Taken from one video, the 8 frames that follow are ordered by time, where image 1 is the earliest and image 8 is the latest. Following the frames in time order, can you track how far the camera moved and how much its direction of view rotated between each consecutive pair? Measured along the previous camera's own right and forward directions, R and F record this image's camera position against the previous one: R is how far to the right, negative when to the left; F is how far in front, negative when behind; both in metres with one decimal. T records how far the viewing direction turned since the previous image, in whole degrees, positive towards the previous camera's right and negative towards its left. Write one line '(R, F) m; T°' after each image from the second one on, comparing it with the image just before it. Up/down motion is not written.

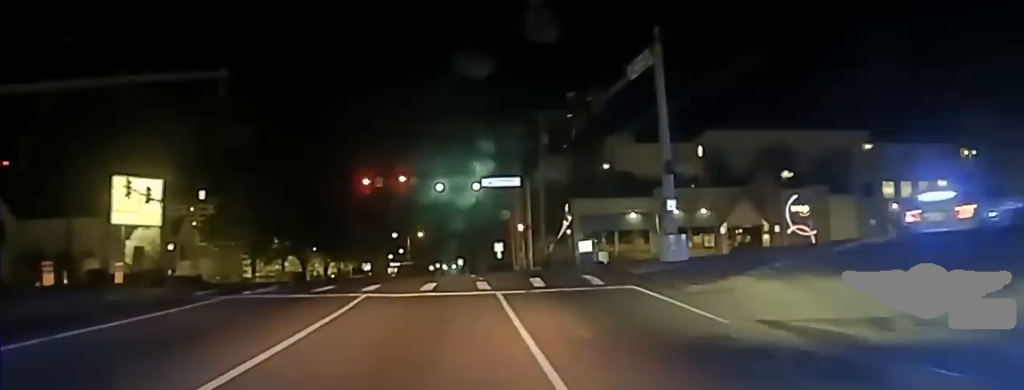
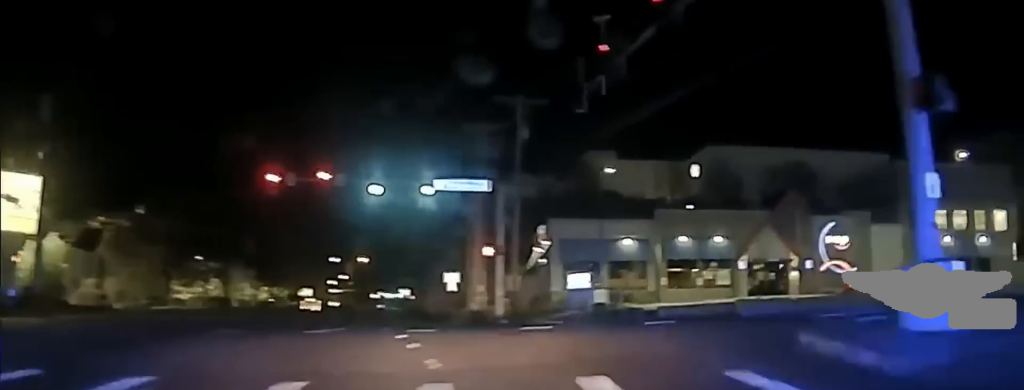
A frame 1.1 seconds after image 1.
(+0.3, +16.4) m; +9°
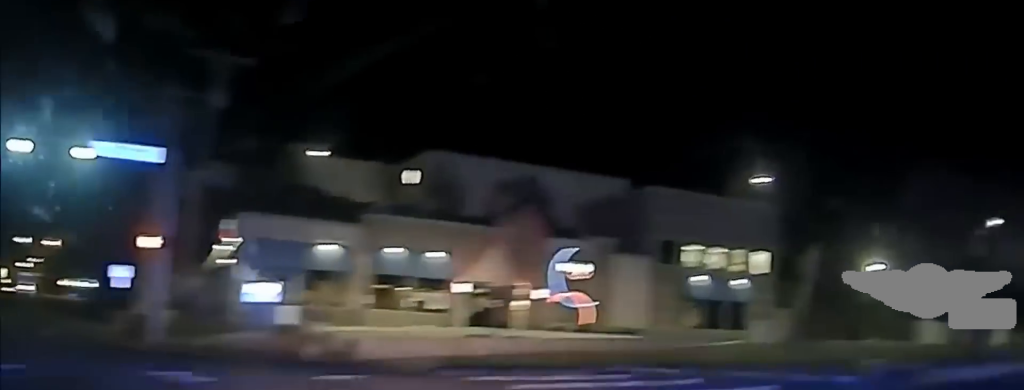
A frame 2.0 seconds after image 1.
(+1.5, +9.4) m; +29°
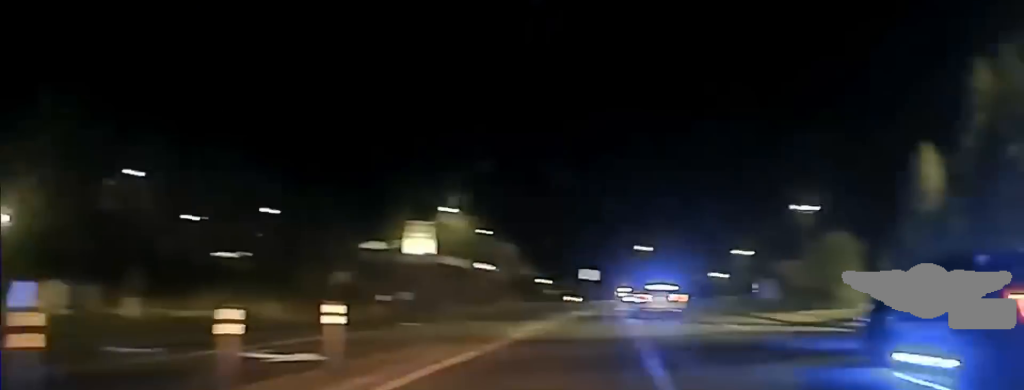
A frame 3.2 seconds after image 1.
(+5.7, +10.3) m; +45°
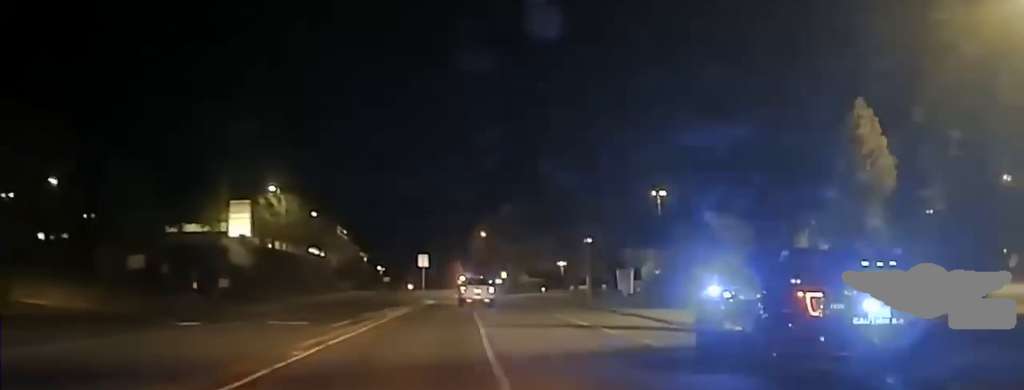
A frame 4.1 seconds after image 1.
(+0.8, +8.8) m; +6°
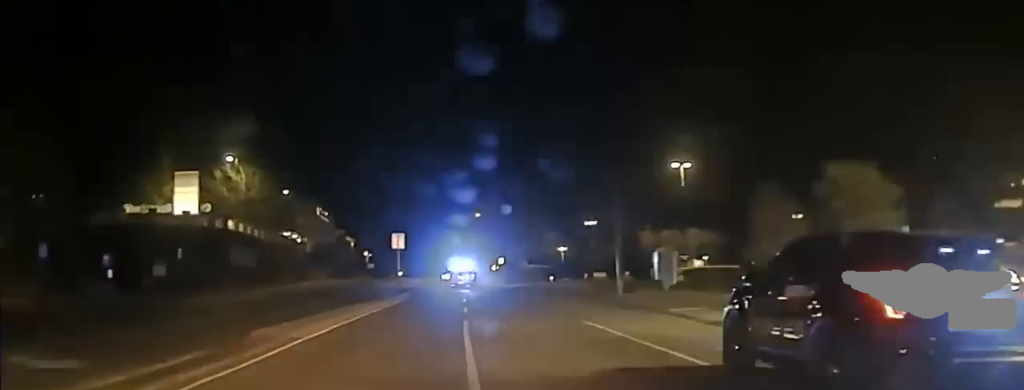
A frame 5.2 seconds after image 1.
(+0.4, +14.2) m; 0°
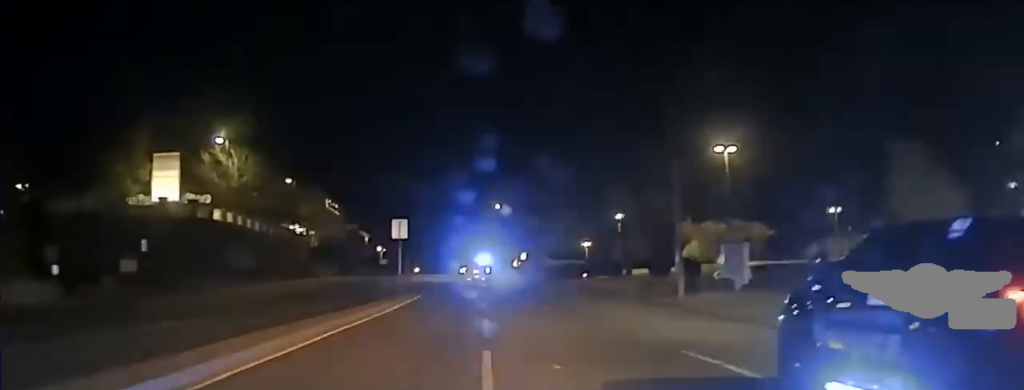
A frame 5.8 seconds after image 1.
(-0.2, +10.1) m; -1°
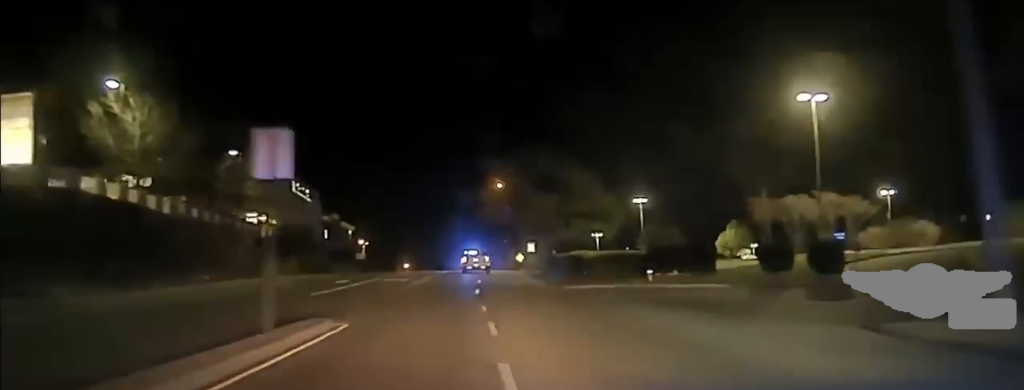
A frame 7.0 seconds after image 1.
(-0.3, +22.4) m; -1°
